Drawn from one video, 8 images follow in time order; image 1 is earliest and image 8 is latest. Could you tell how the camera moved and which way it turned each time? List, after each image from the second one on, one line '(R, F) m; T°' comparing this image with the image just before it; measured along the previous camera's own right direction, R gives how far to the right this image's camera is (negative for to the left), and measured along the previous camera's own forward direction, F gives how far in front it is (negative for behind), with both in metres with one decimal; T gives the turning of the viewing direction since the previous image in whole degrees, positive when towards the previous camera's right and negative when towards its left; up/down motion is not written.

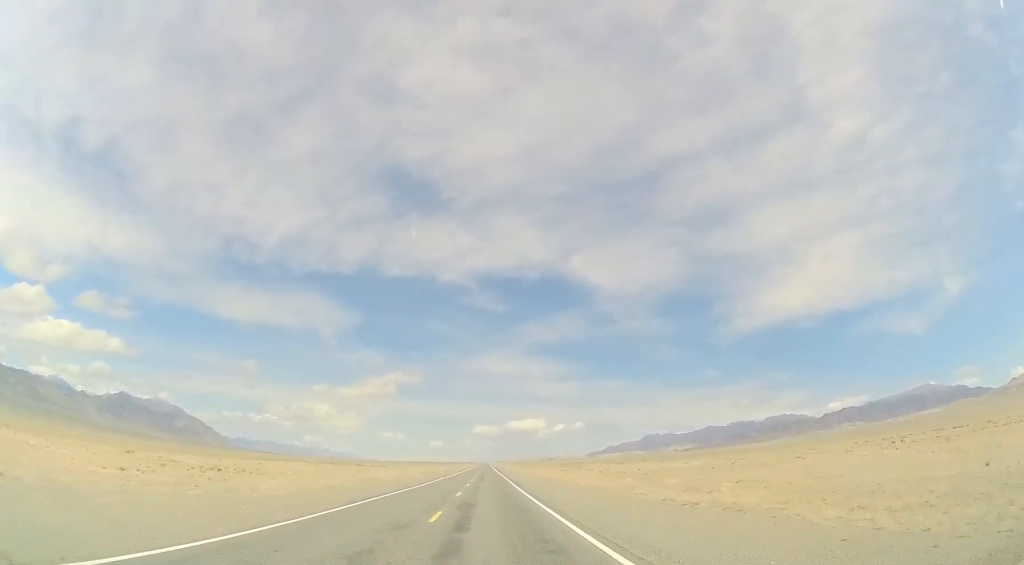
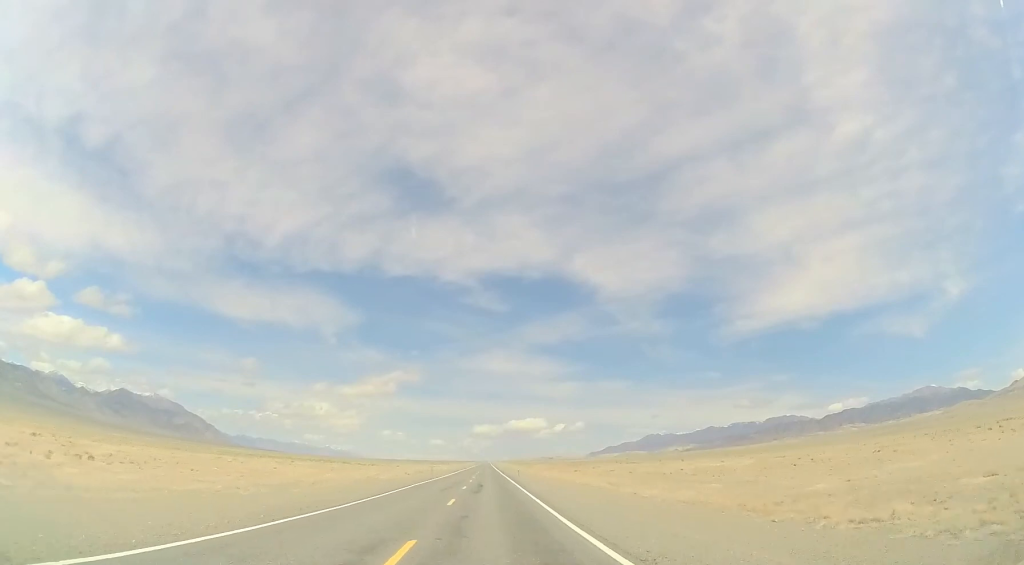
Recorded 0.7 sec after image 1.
(+0.2, +21.1) m; 0°
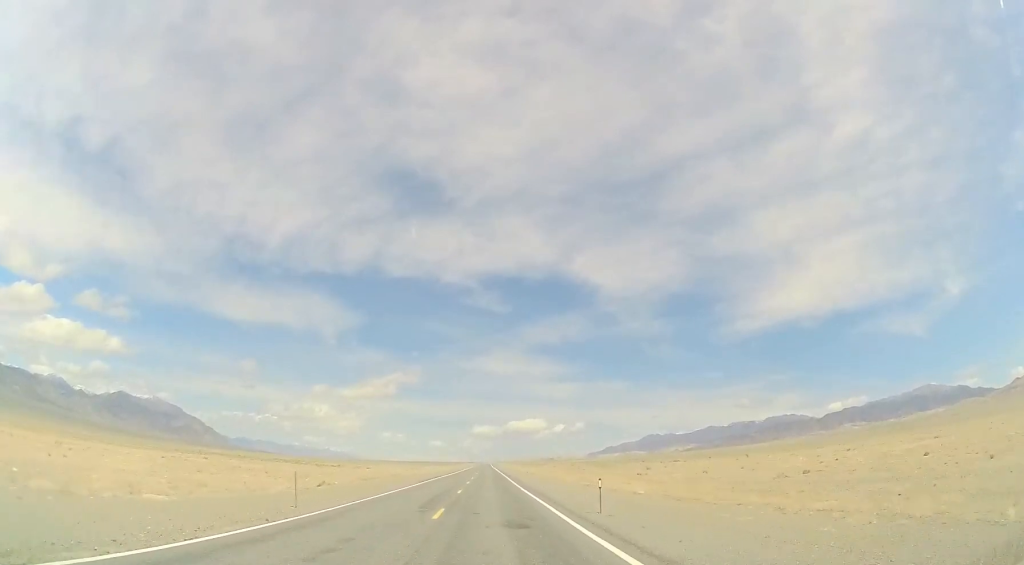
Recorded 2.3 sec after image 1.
(-0.2, +46.4) m; 0°
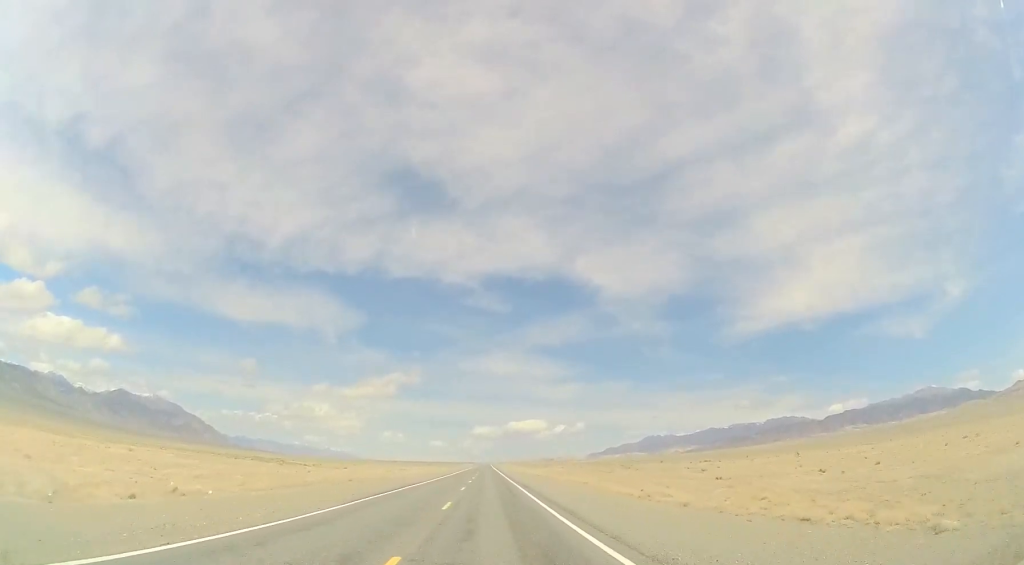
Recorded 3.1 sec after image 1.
(+0.3, +23.5) m; 0°
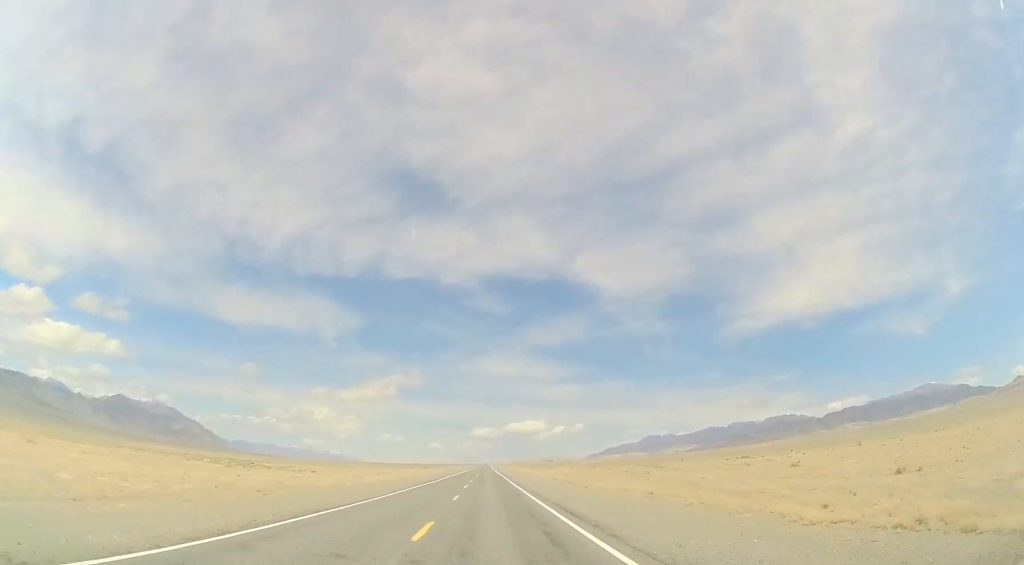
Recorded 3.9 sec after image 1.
(-0.1, +21.6) m; -1°
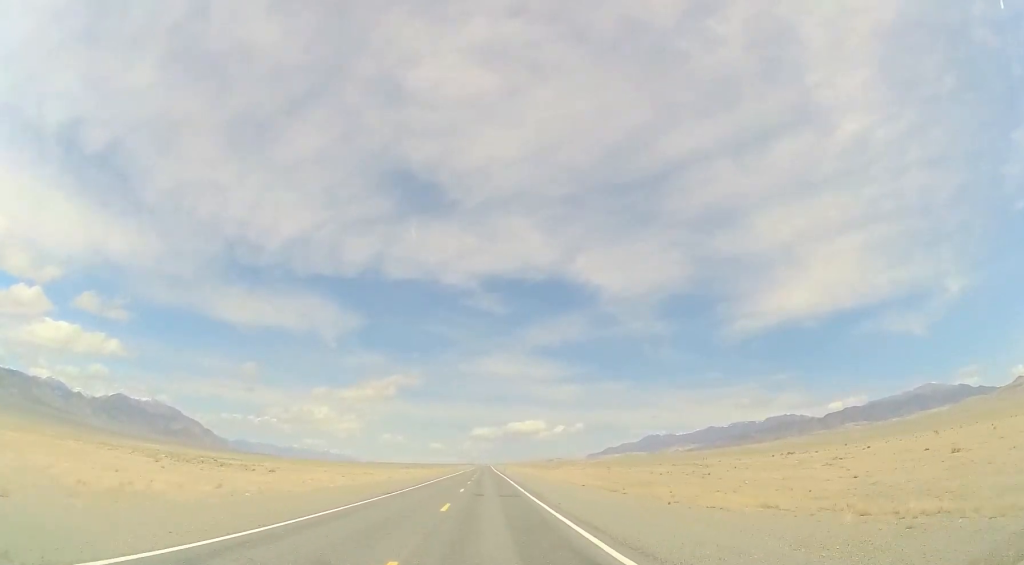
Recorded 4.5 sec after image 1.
(-0.1, +19.8) m; 0°
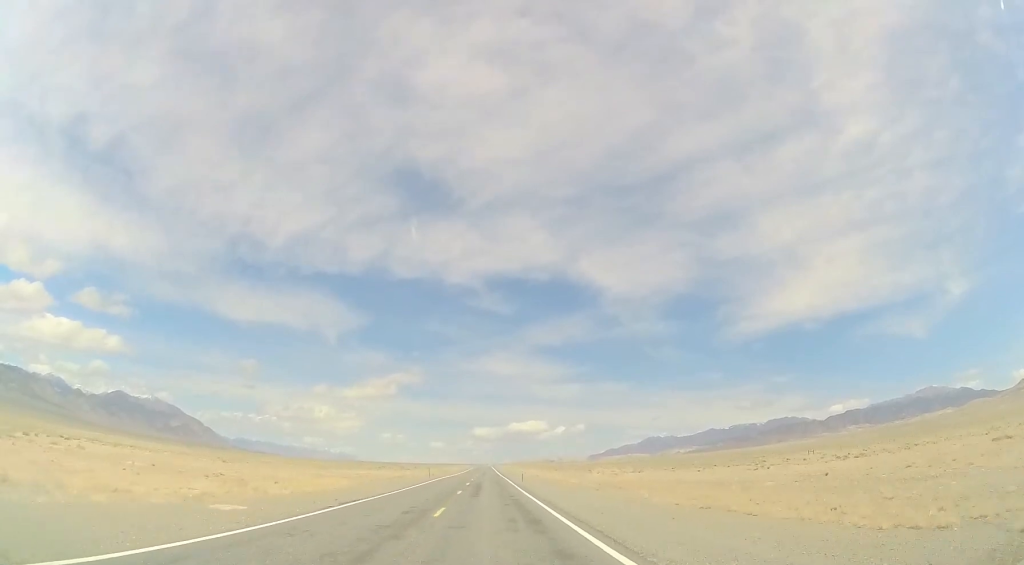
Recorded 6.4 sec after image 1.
(+0.7, +56.5) m; 0°
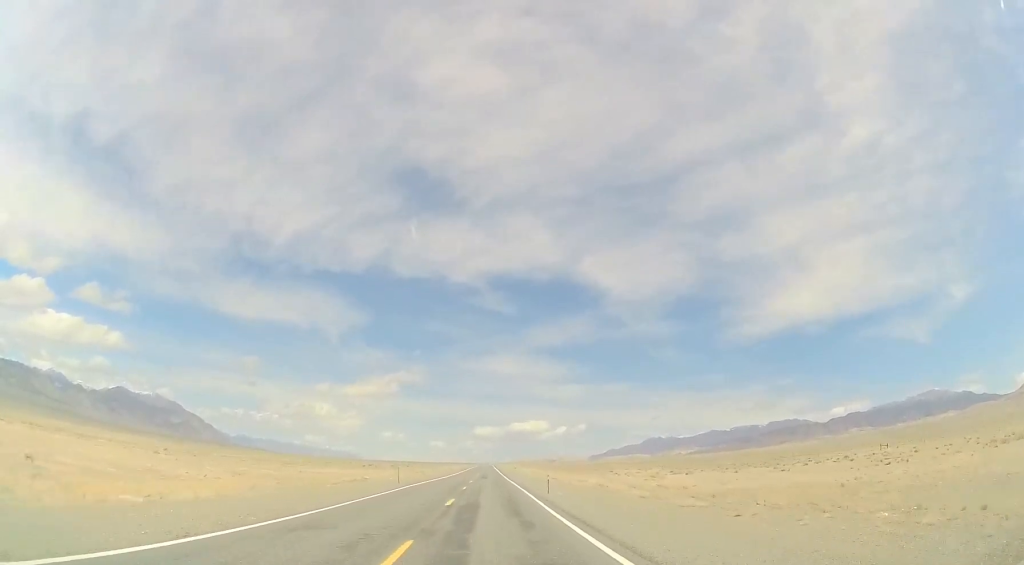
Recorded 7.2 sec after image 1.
(-0.6, +22.7) m; -1°
